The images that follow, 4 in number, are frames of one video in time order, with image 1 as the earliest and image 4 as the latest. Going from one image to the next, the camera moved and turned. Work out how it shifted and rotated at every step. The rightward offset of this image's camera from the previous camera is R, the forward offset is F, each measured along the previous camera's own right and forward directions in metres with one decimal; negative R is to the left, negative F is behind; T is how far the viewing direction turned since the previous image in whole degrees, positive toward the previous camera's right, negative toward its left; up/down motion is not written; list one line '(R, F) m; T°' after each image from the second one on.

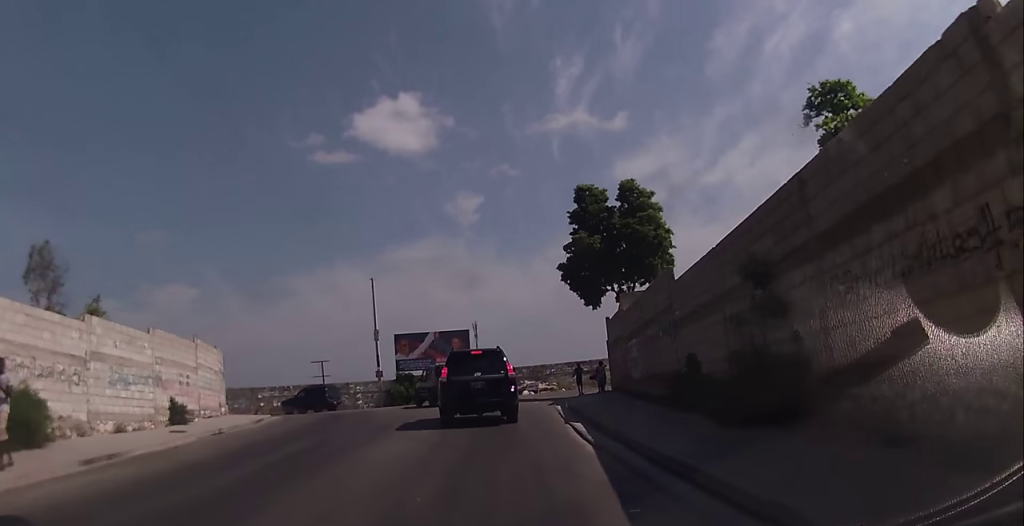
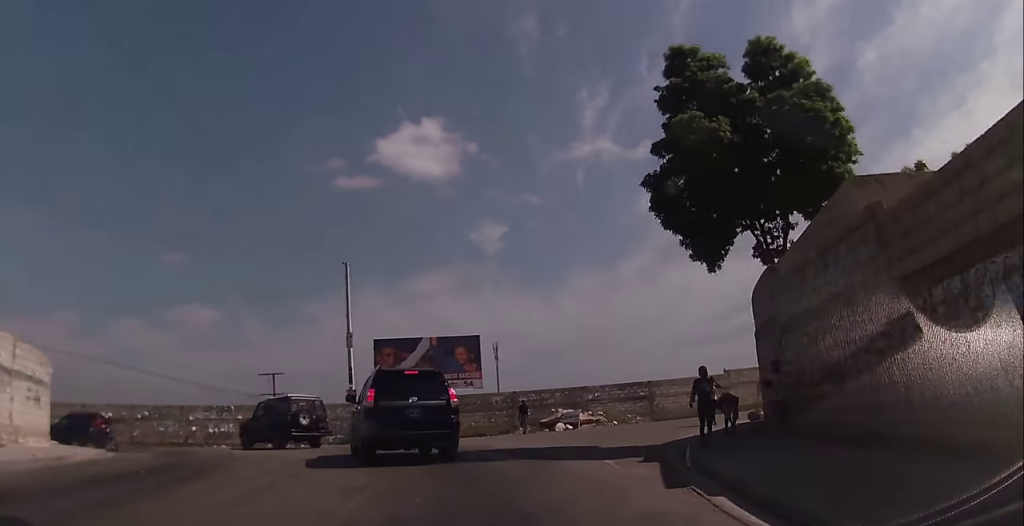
(0.0, +16.7) m; -3°
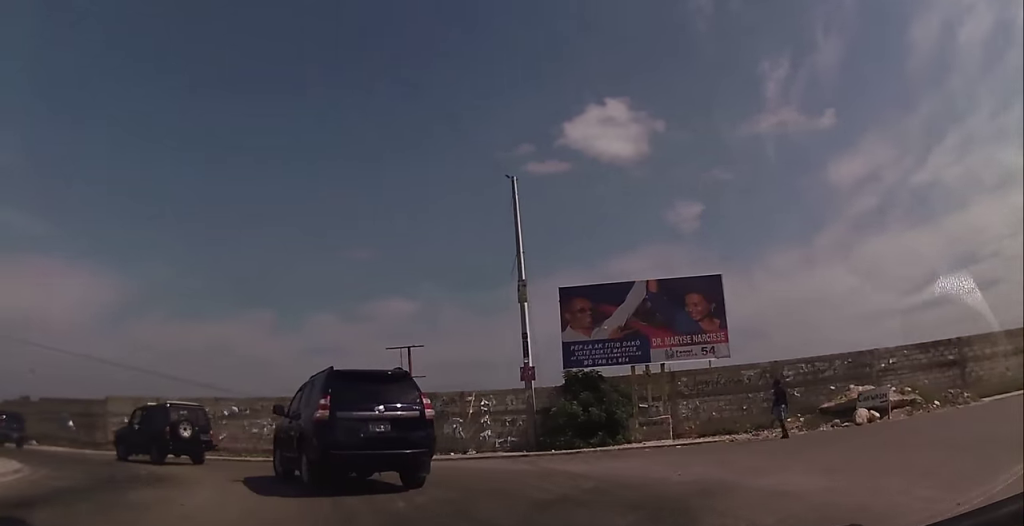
(-1.9, +14.0) m; -16°
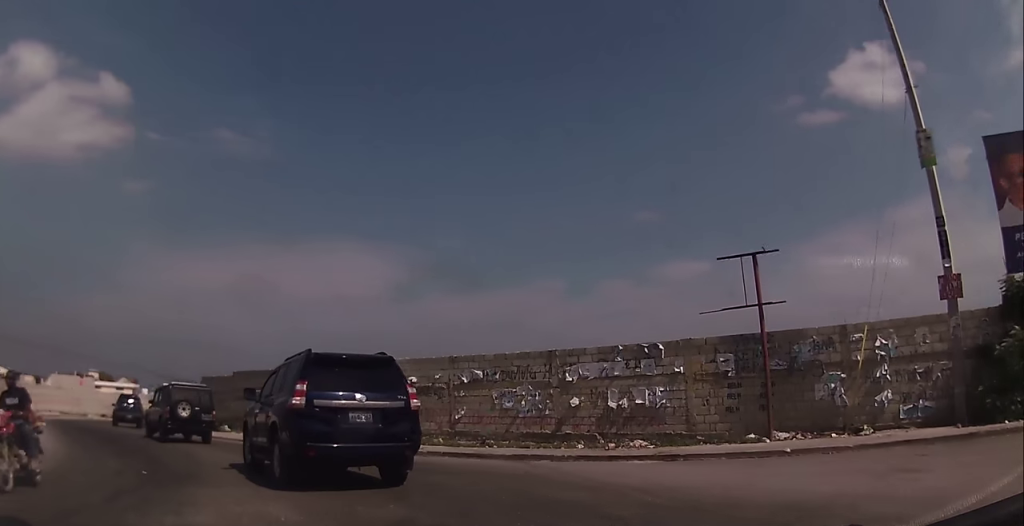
(-2.0, +10.6) m; -29°
